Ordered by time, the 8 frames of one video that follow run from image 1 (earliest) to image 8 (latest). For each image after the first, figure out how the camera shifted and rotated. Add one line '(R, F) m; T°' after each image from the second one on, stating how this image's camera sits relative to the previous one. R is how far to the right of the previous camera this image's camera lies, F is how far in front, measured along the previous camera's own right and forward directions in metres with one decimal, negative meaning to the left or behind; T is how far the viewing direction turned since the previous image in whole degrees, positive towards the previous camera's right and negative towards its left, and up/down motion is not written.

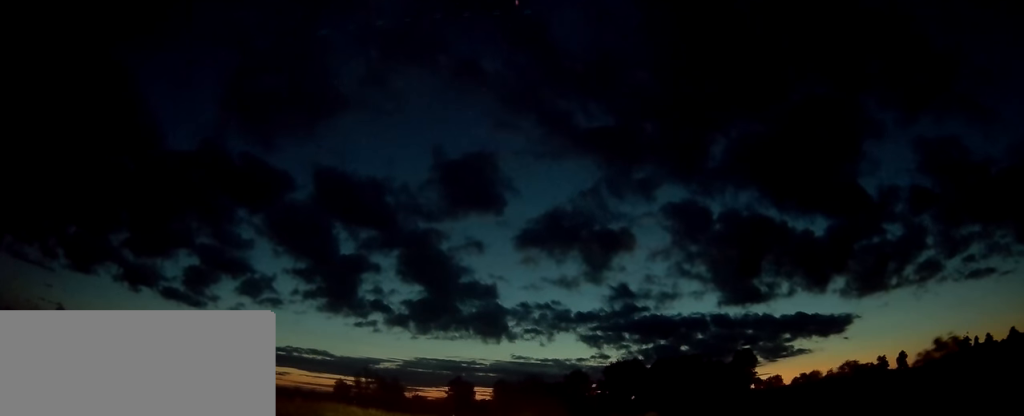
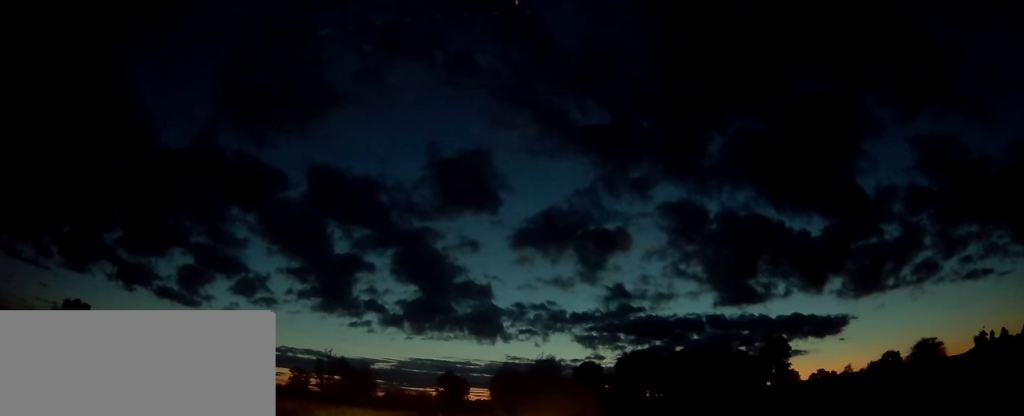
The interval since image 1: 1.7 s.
(0.0, +28.9) m; 0°
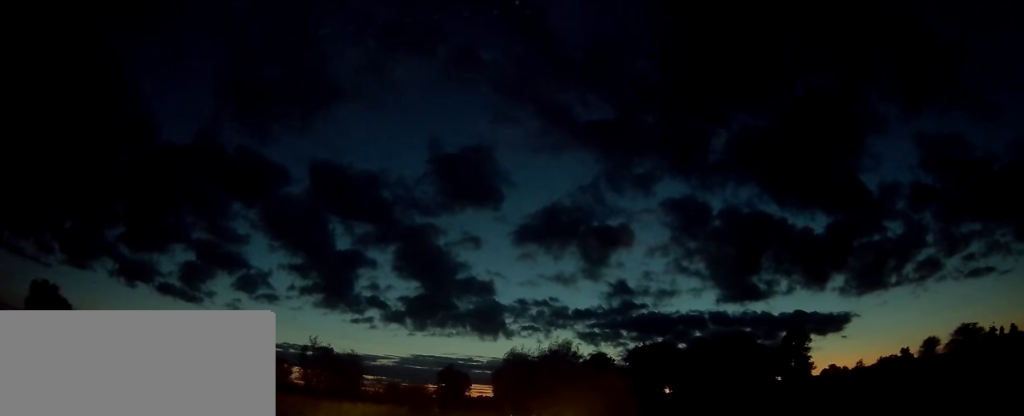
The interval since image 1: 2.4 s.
(0.0, +12.1) m; 0°
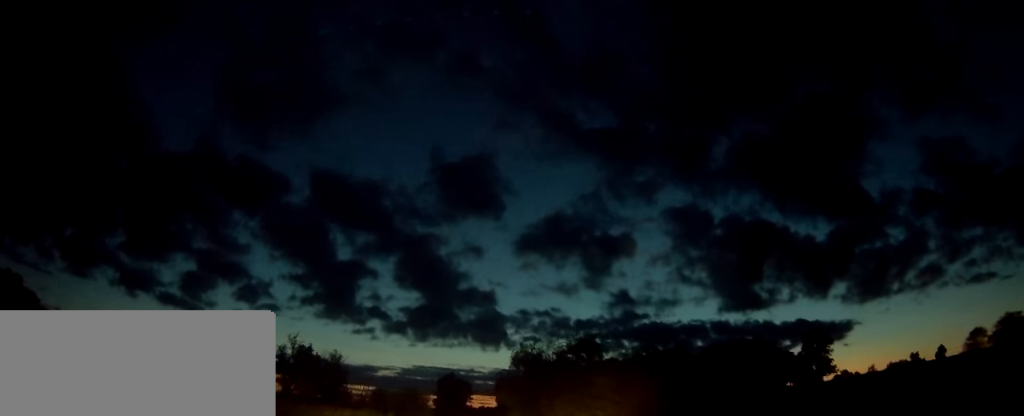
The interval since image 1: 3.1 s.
(0.0, +11.7) m; 0°
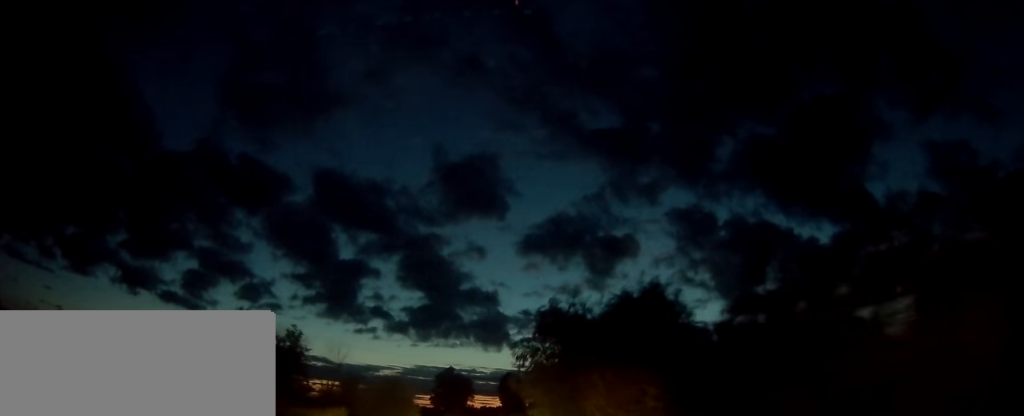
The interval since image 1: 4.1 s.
(0.0, +18.8) m; 0°
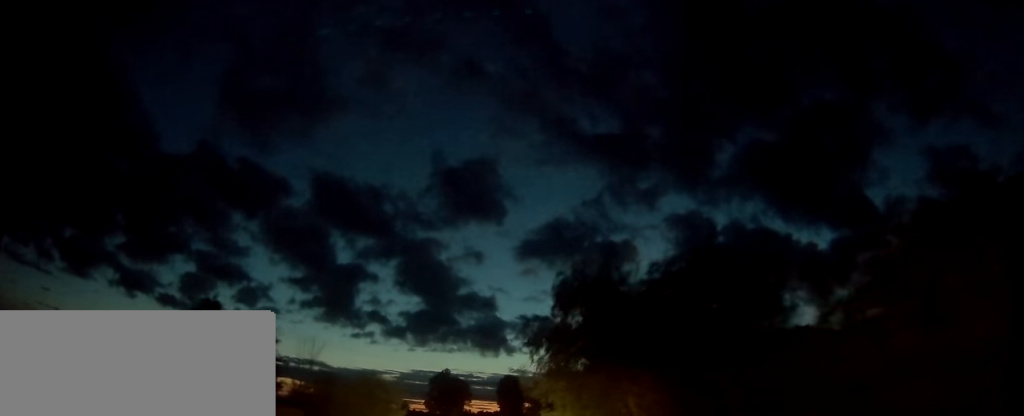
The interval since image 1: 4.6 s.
(0.0, +8.3) m; 0°
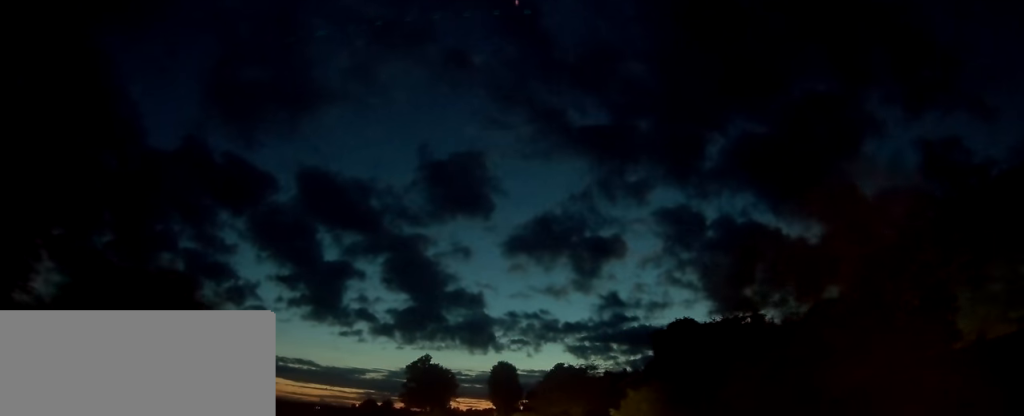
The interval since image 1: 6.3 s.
(0.0, +30.1) m; +1°
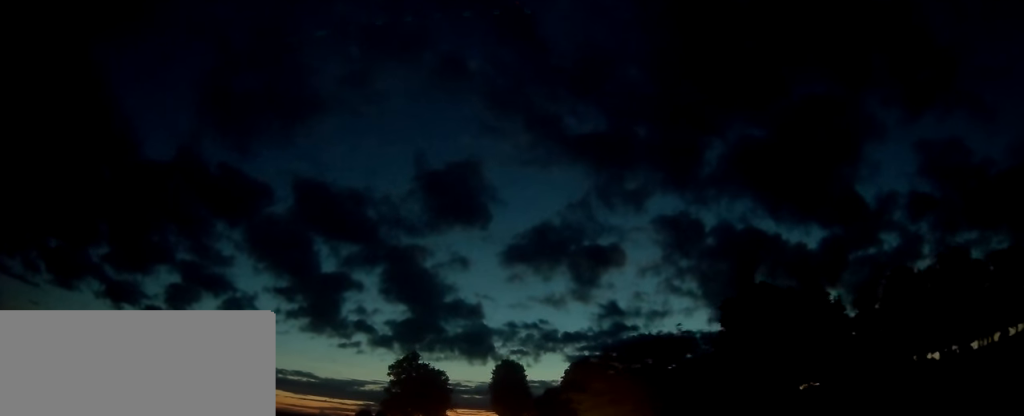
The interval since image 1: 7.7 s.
(+0.5, +25.1) m; +1°
